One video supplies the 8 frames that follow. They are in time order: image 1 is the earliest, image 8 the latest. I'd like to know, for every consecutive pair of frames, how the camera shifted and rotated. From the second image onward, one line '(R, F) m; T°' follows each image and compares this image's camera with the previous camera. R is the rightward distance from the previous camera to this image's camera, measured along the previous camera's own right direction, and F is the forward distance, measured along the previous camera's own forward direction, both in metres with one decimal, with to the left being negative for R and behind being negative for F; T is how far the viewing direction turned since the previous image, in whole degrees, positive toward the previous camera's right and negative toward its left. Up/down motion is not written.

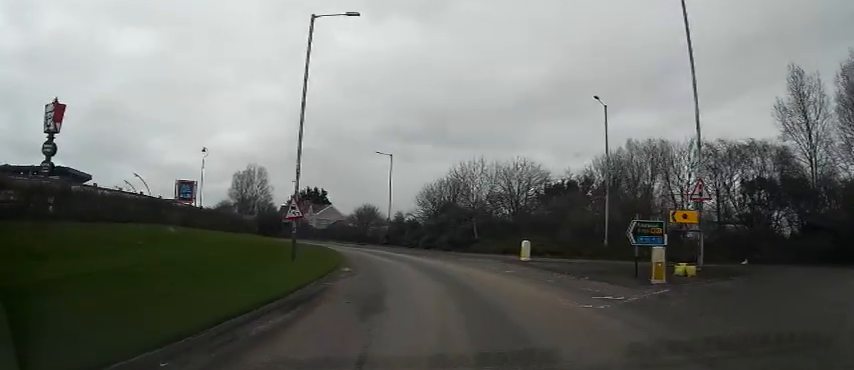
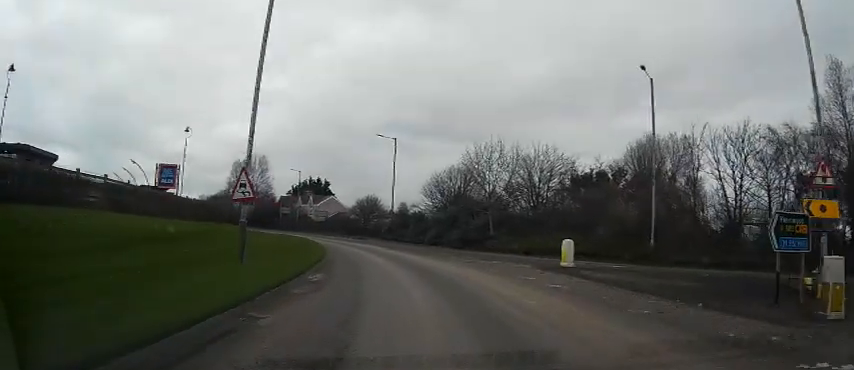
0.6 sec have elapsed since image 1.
(+0.3, +5.8) m; +2°
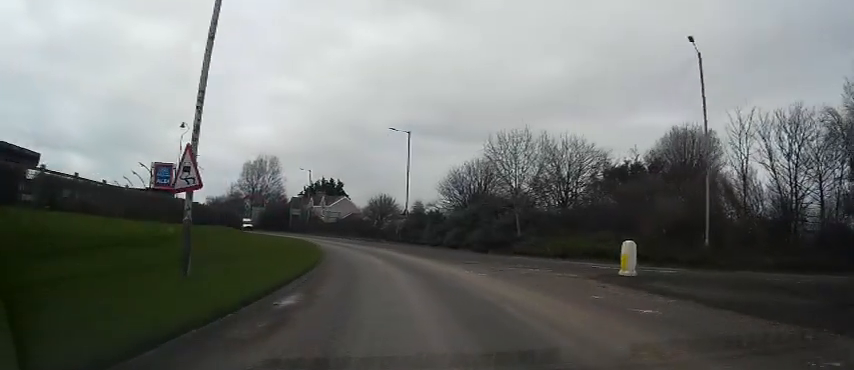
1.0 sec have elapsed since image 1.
(-0.1, +4.2) m; -1°
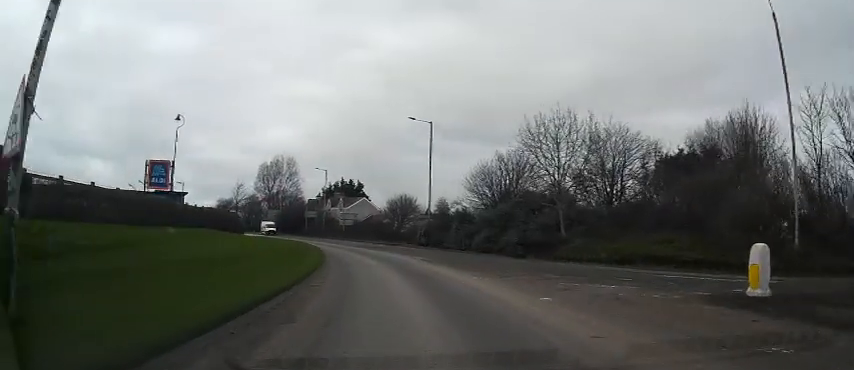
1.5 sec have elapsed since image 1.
(0.0, +4.8) m; -2°
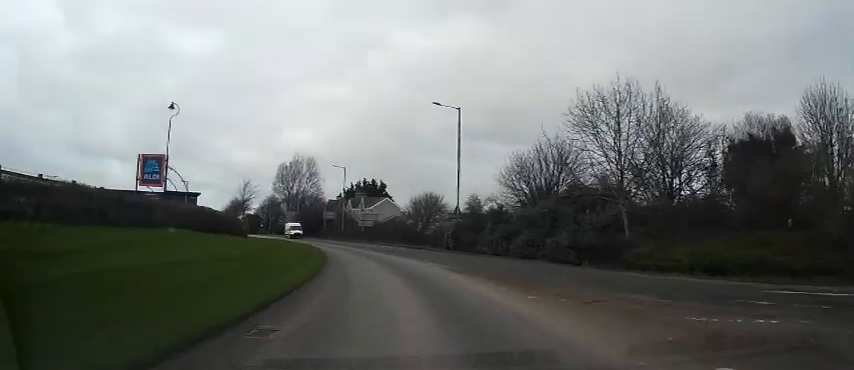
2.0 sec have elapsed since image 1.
(-0.1, +5.2) m; -2°
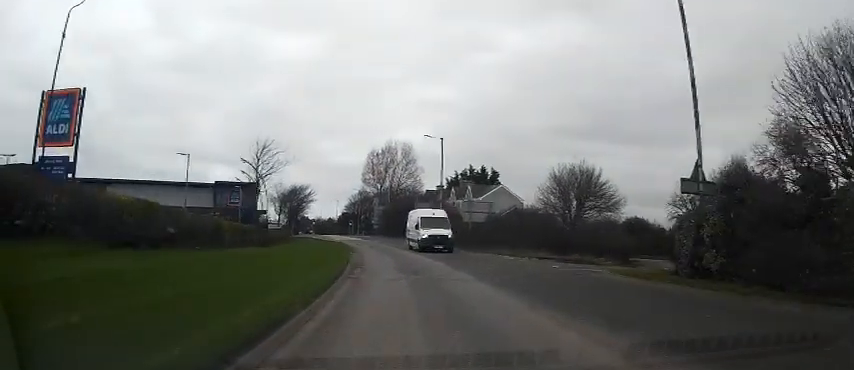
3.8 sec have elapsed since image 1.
(-2.1, +22.3) m; -12°
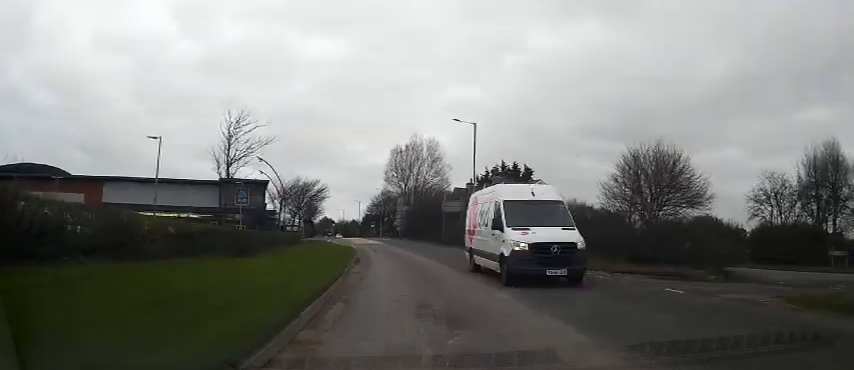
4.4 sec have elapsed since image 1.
(-0.2, +7.9) m; -4°
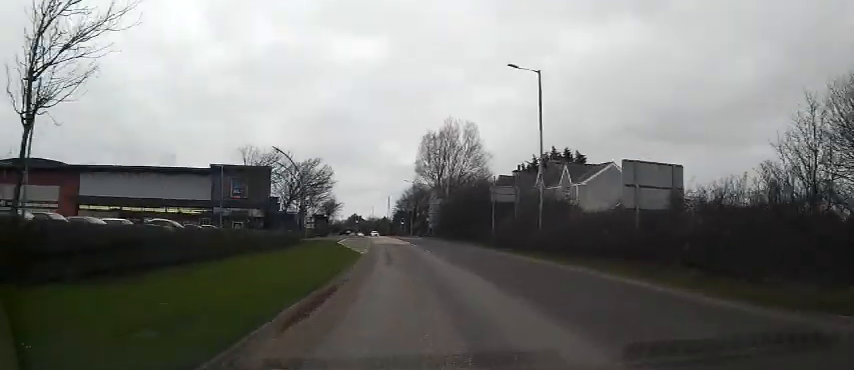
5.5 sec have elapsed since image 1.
(-0.8, +13.8) m; -6°
